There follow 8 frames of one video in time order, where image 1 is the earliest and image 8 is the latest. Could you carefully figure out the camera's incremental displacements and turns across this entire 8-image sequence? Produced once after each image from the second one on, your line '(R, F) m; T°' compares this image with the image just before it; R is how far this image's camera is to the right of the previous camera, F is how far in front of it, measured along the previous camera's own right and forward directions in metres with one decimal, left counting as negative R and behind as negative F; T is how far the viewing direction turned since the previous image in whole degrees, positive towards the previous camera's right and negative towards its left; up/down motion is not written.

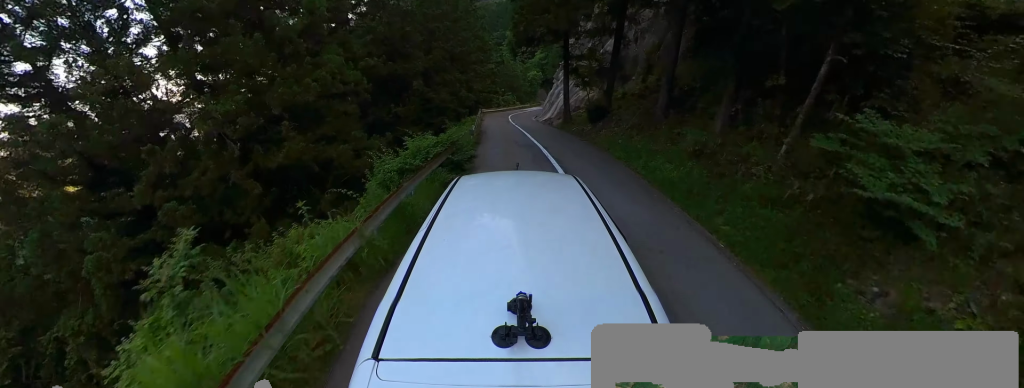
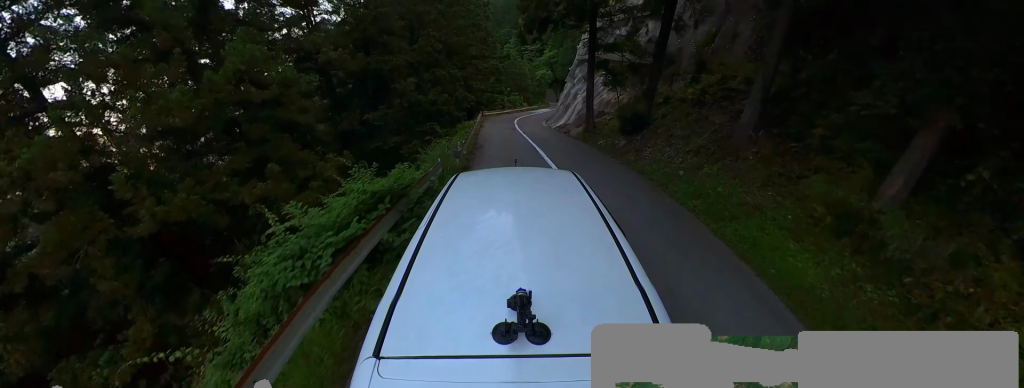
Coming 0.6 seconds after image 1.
(-0.2, +5.9) m; -3°
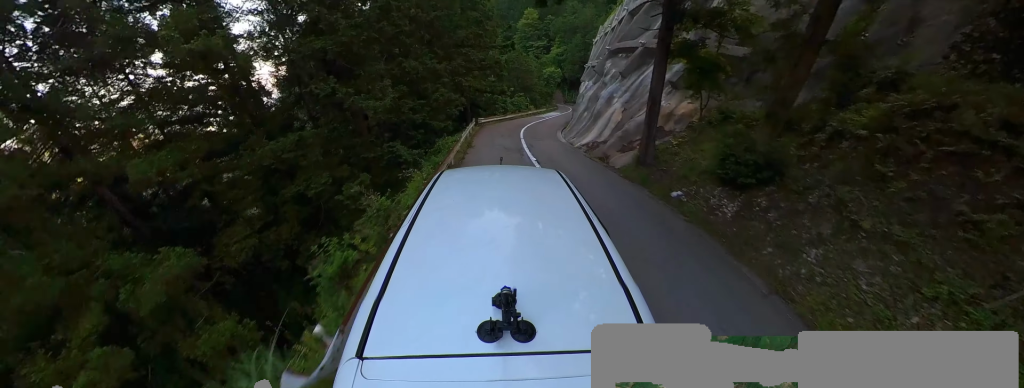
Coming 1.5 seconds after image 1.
(-0.3, +8.4) m; -2°
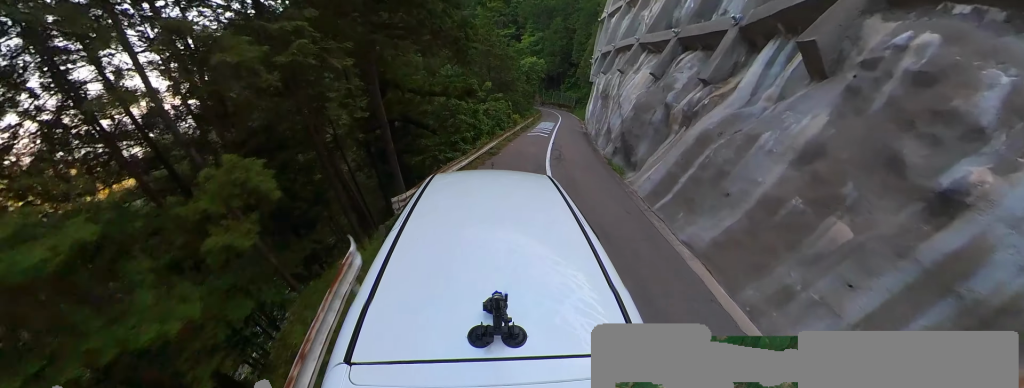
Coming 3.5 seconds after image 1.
(+1.5, +17.3) m; +19°
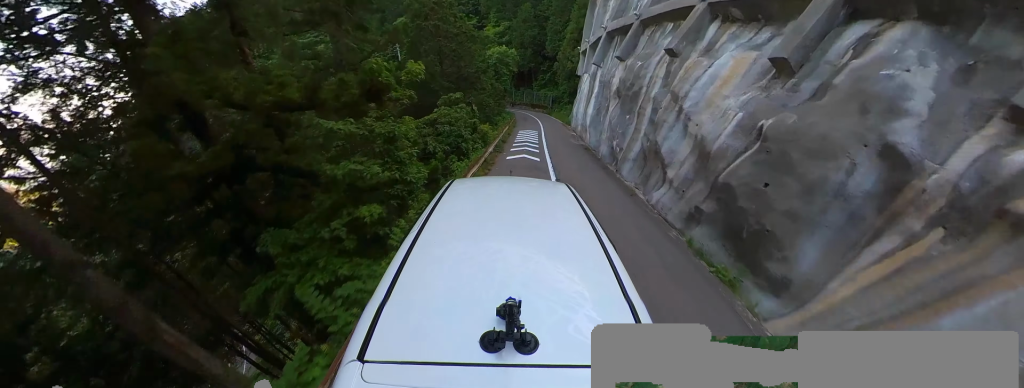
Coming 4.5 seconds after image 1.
(+1.2, +8.5) m; +5°
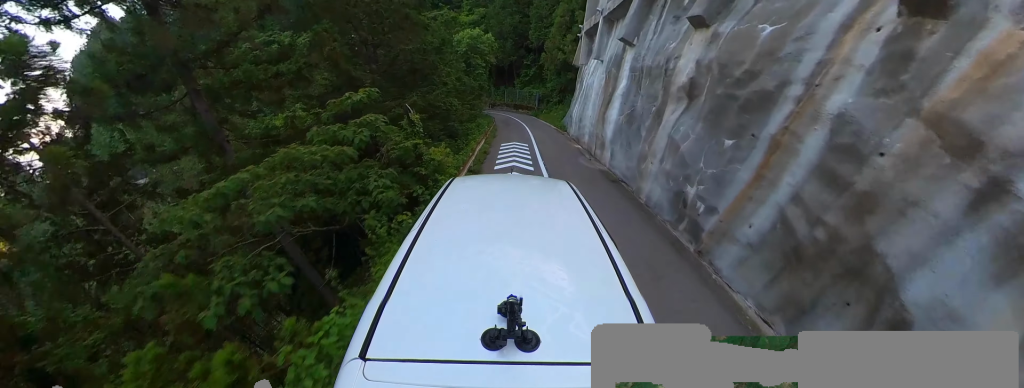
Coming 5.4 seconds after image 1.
(-0.5, +7.0) m; 0°
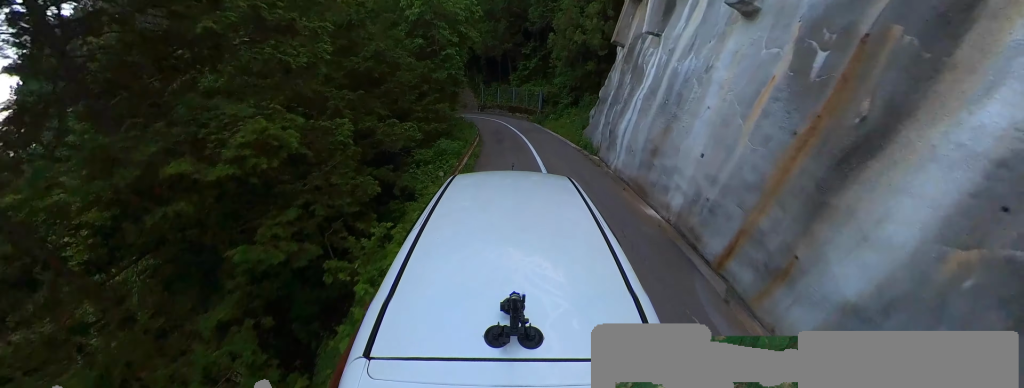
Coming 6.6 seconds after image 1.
(+0.6, +9.5) m; +8°
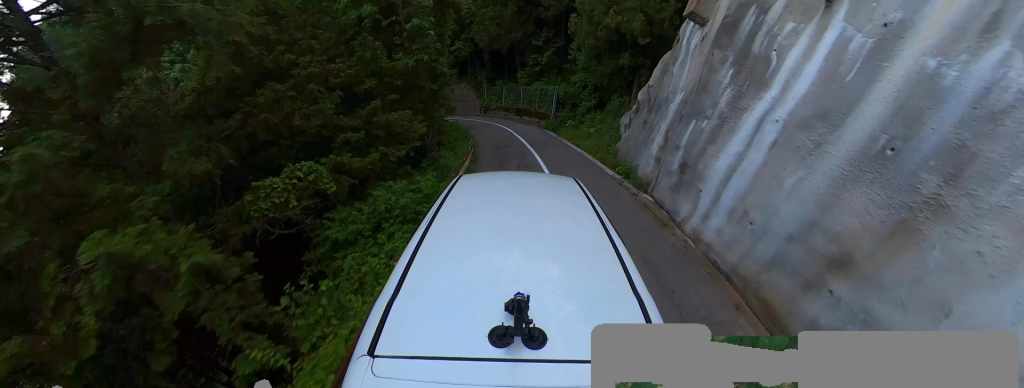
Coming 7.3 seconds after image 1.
(+0.2, +4.9) m; -4°
